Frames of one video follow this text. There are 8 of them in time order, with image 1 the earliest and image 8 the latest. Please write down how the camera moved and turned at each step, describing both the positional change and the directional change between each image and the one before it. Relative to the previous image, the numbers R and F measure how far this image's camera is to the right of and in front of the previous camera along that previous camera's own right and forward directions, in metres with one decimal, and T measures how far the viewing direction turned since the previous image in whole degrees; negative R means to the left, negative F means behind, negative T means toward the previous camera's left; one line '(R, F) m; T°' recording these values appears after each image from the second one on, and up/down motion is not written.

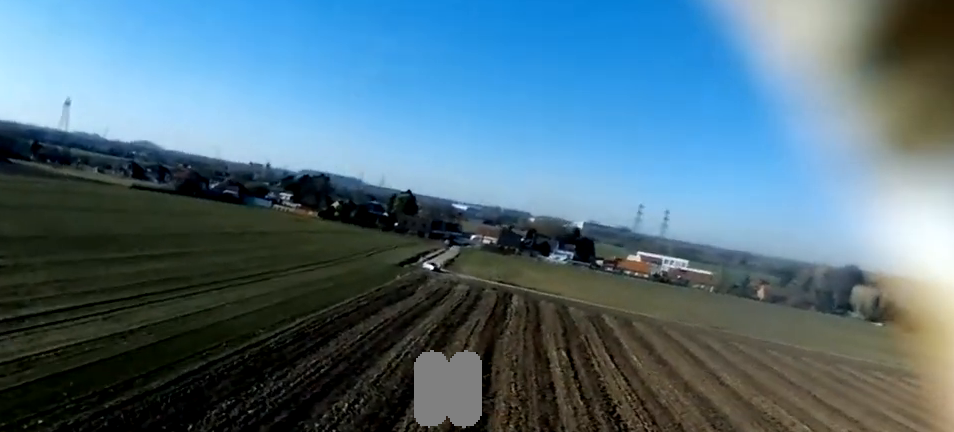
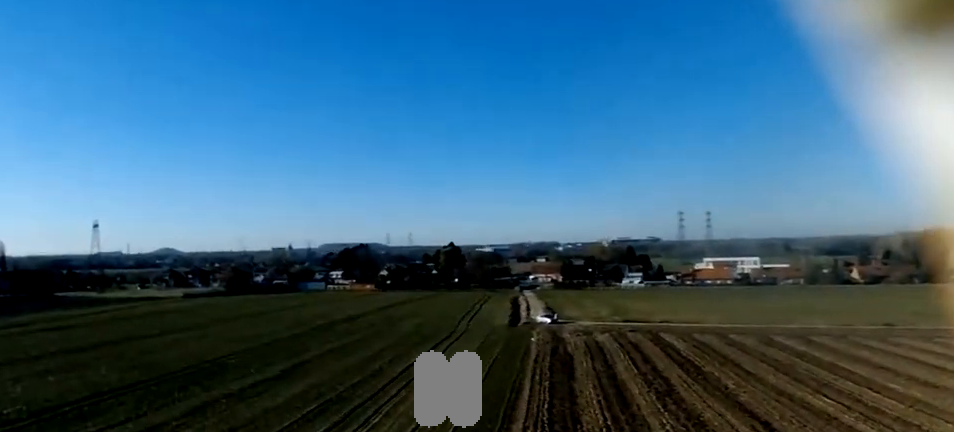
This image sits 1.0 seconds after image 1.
(0.0, +17.8) m; +1°
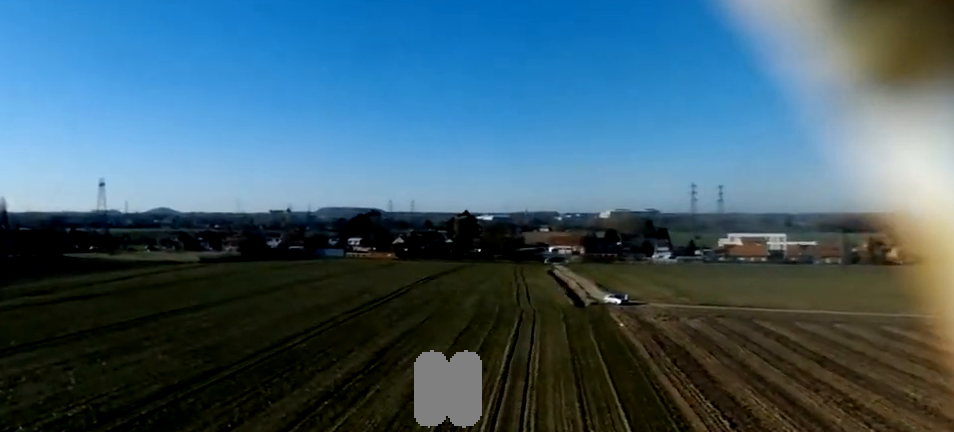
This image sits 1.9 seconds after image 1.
(-0.1, +17.1) m; +5°
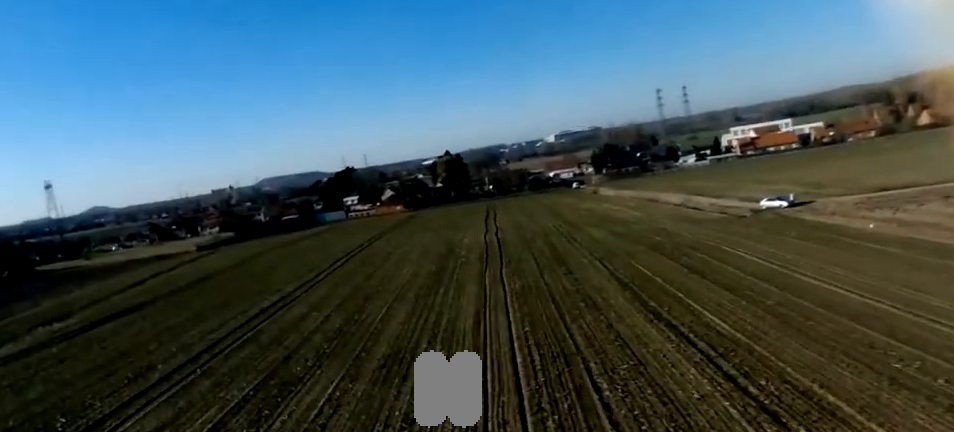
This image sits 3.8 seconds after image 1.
(+3.3, +31.7) m; +12°
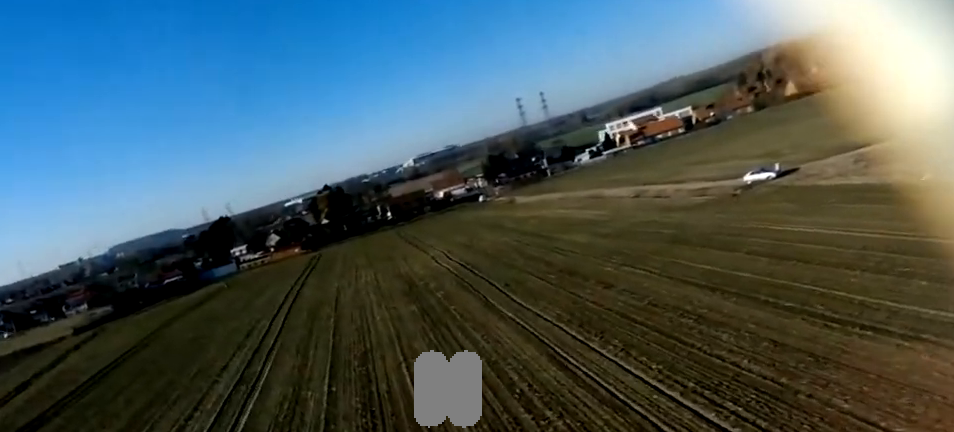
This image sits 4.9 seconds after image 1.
(+2.3, +17.6) m; +16°
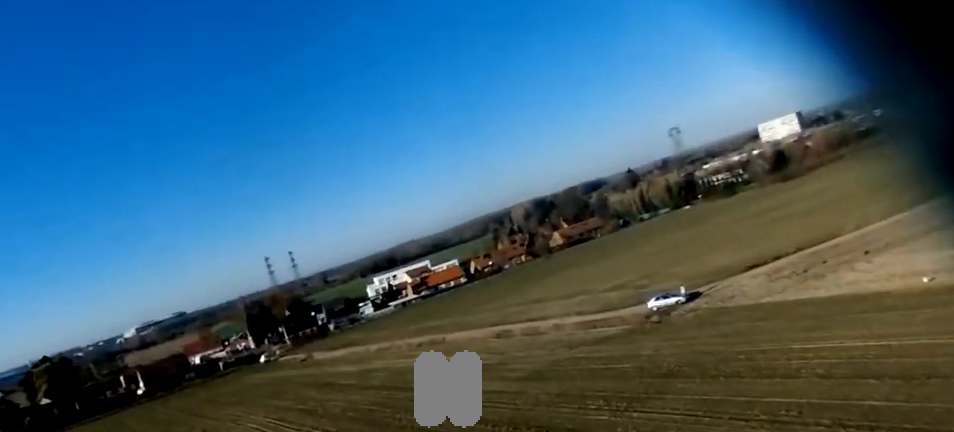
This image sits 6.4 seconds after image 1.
(+5.5, +23.0) m; +20°
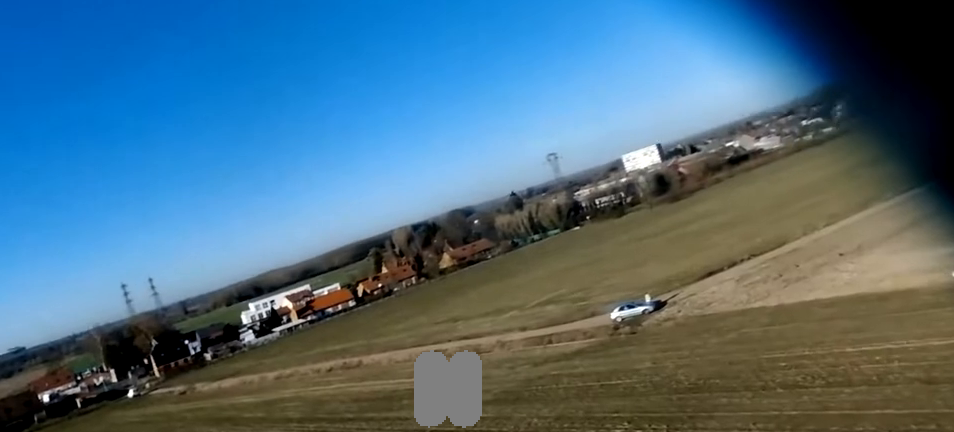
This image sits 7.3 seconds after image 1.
(+0.6, +12.7) m; +7°
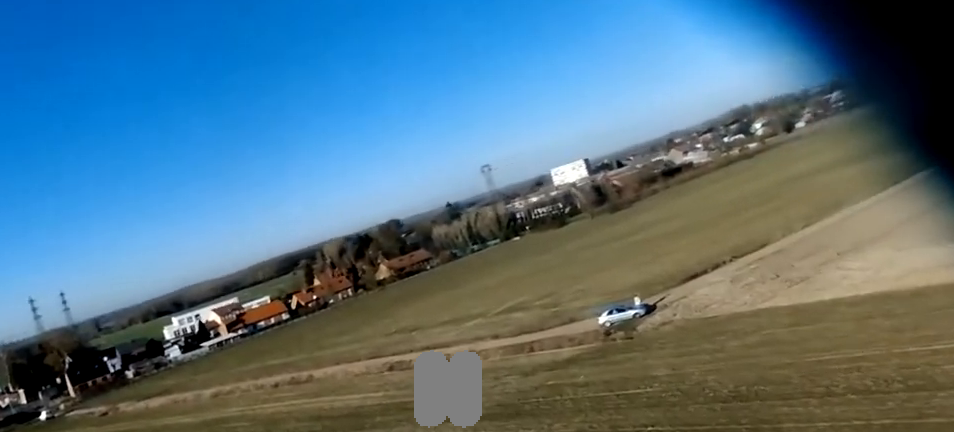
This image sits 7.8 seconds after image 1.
(-0.5, +7.5) m; +4°
